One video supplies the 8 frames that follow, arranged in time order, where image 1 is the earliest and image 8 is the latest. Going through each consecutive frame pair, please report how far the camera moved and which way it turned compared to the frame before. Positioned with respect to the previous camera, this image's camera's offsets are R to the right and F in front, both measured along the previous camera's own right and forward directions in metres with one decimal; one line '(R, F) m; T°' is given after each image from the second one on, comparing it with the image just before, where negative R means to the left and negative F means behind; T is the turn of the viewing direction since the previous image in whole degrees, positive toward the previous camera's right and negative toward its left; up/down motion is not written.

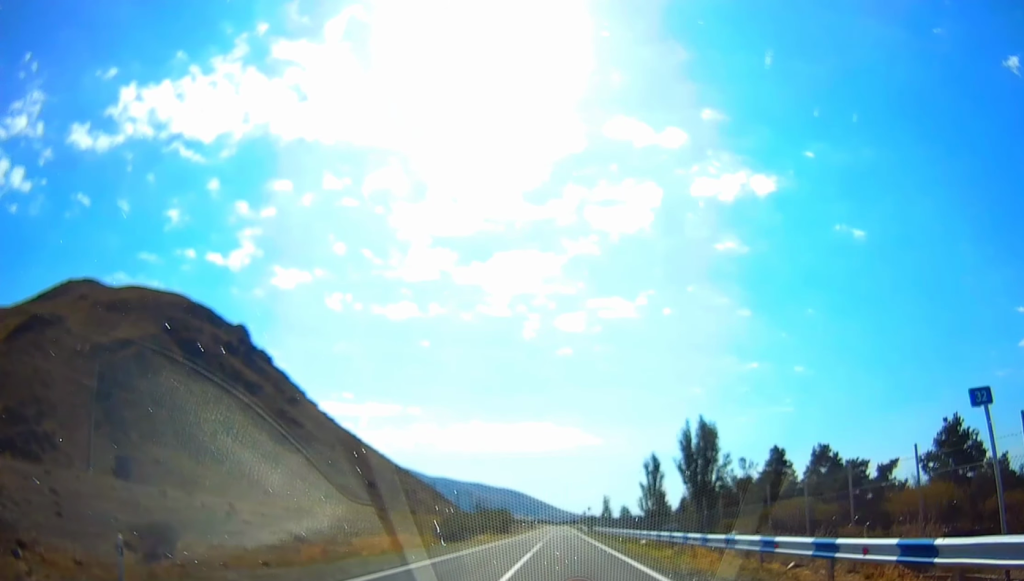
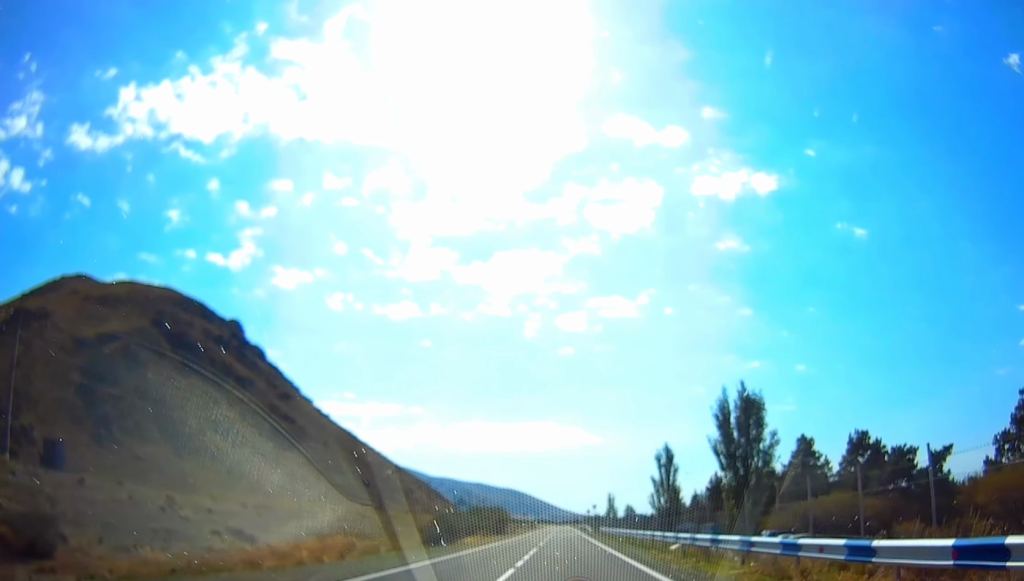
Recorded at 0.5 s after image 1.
(+0.1, +10.5) m; 0°
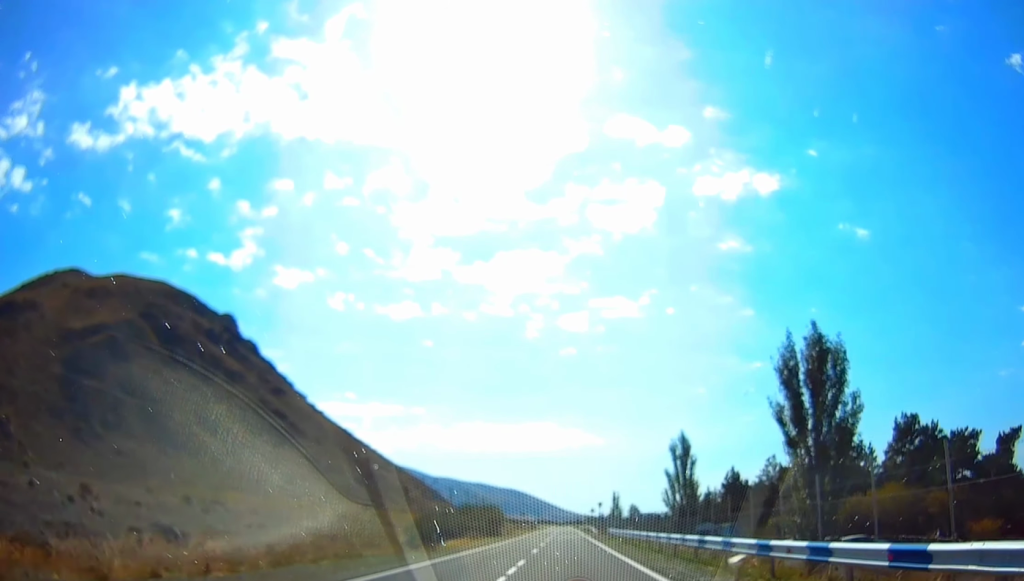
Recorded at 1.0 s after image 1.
(0.0, +10.2) m; 0°
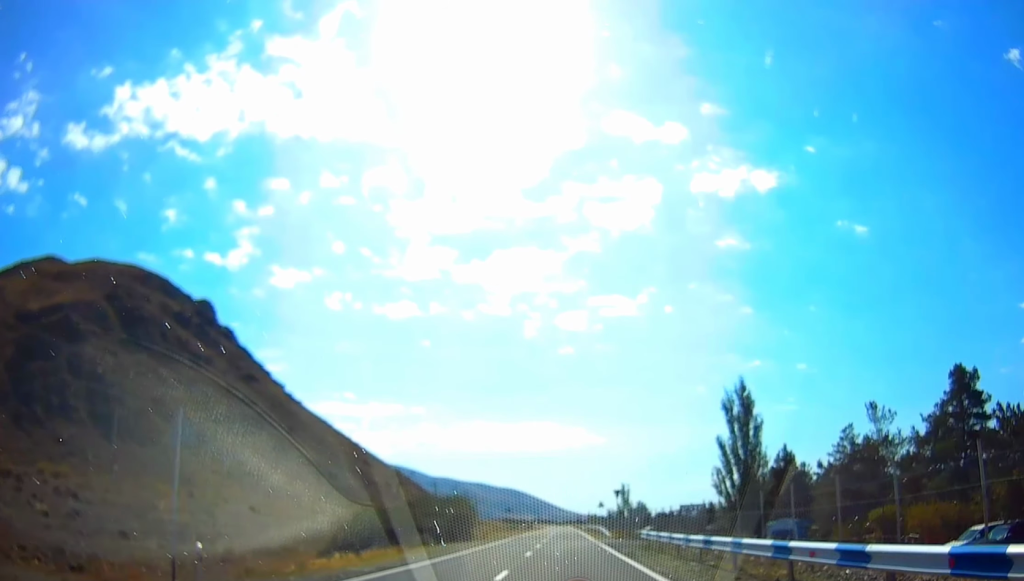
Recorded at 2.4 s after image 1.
(-0.2, +26.5) m; -1°
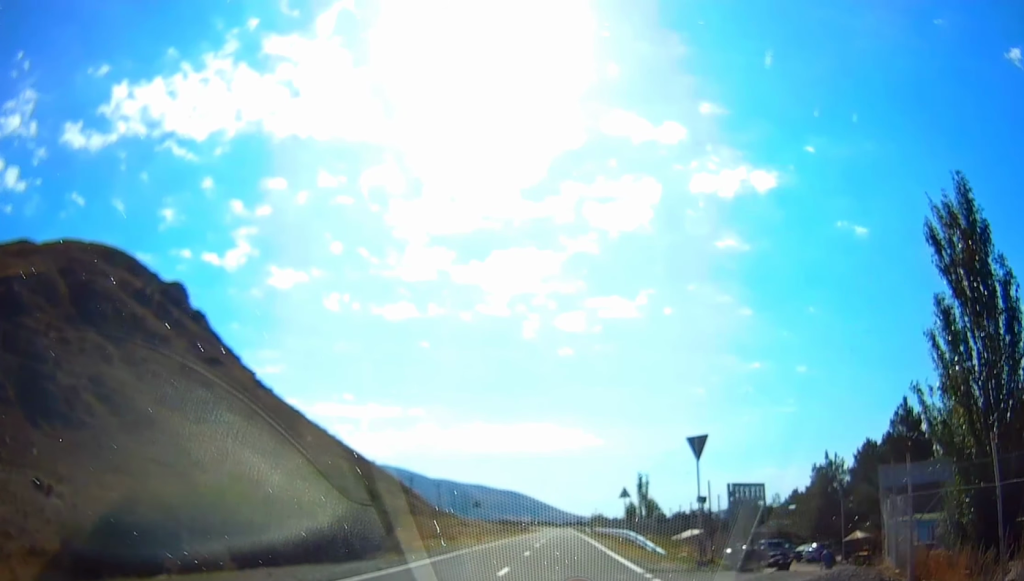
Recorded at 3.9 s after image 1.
(-0.2, +29.6) m; 0°
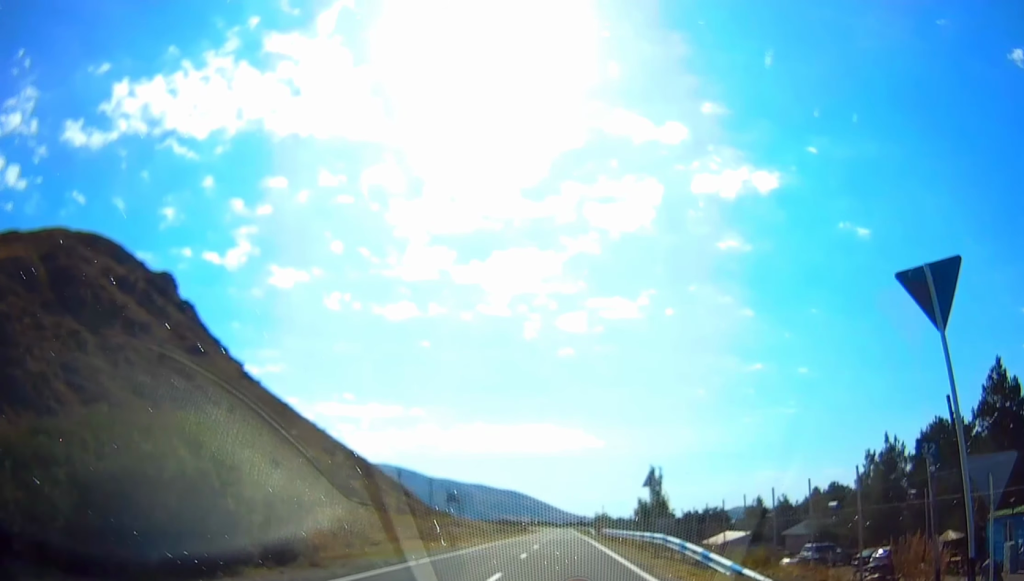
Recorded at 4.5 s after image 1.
(+0.1, +12.8) m; 0°
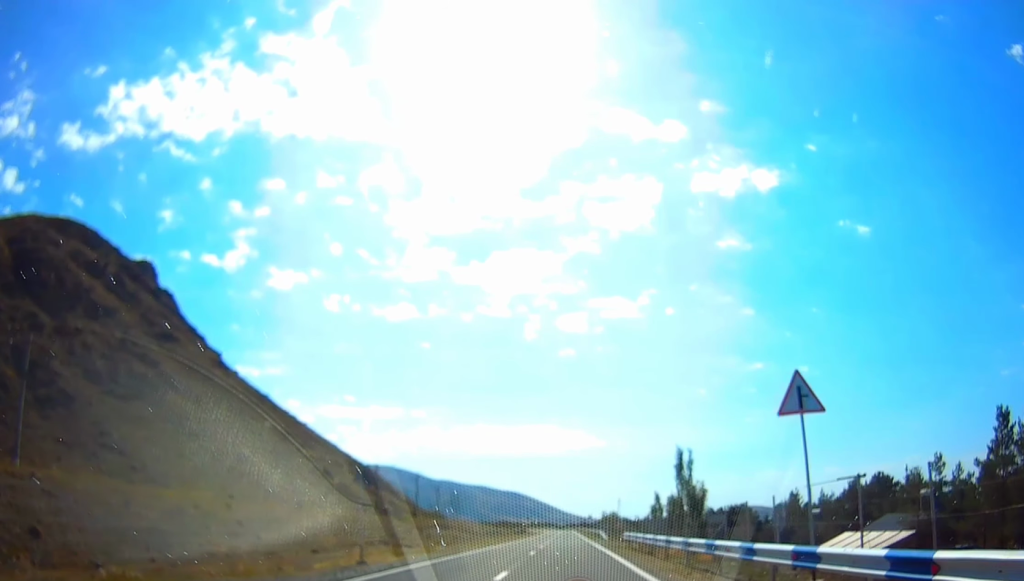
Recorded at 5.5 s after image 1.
(0.0, +19.6) m; 0°
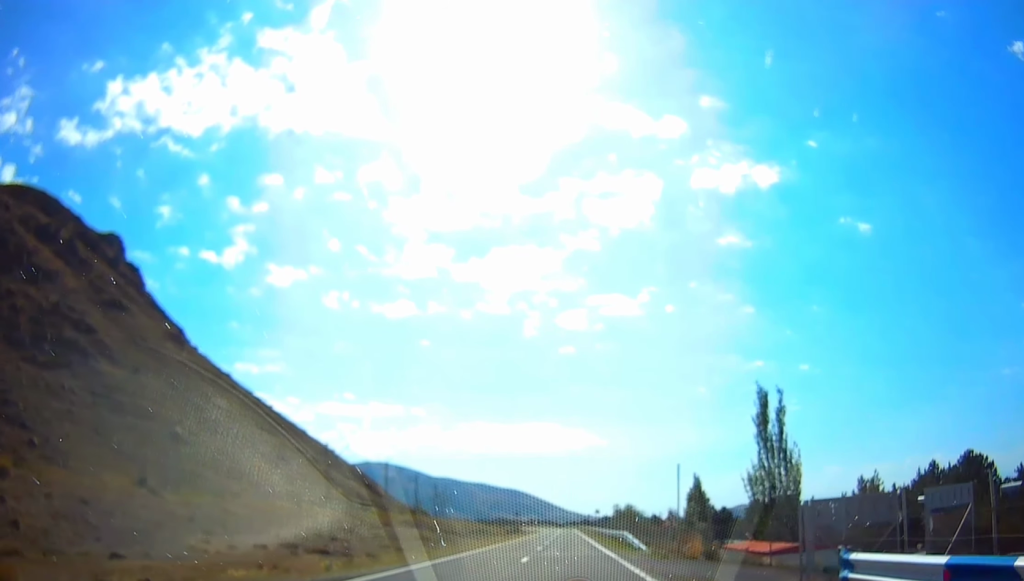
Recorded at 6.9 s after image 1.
(+0.1, +29.0) m; -1°
